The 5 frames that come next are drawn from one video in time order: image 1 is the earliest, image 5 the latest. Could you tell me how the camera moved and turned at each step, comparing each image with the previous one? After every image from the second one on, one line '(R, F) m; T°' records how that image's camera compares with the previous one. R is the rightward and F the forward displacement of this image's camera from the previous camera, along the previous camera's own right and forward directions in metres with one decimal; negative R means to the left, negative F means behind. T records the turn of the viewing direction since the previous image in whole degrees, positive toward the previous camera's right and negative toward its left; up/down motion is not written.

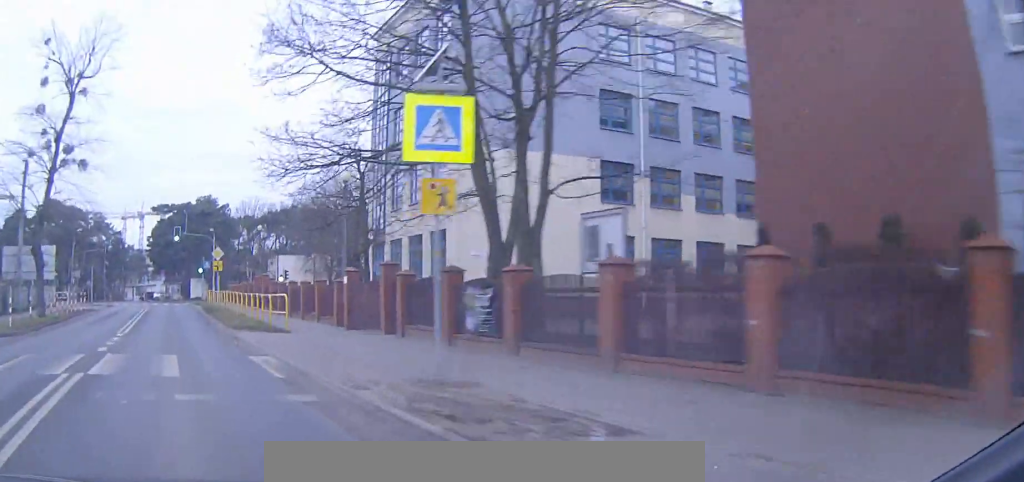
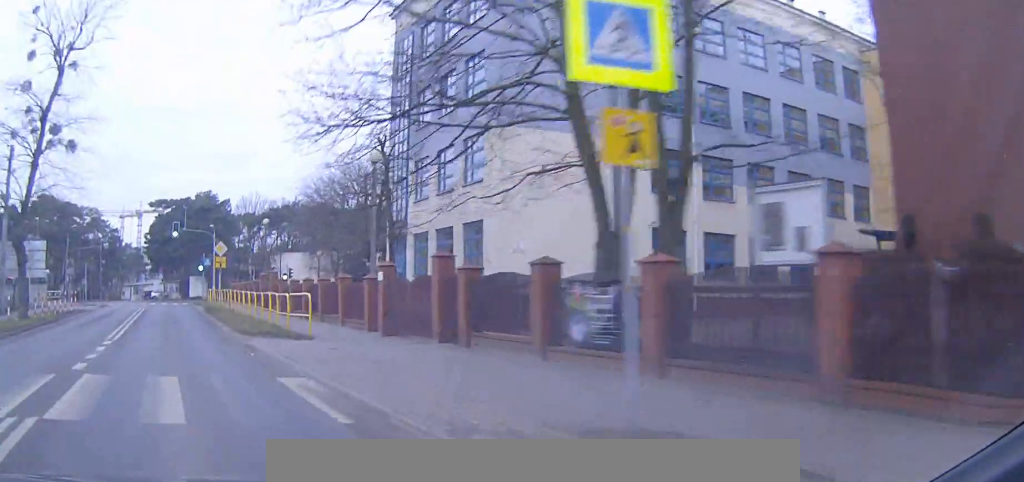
(0.0, +4.1) m; 0°
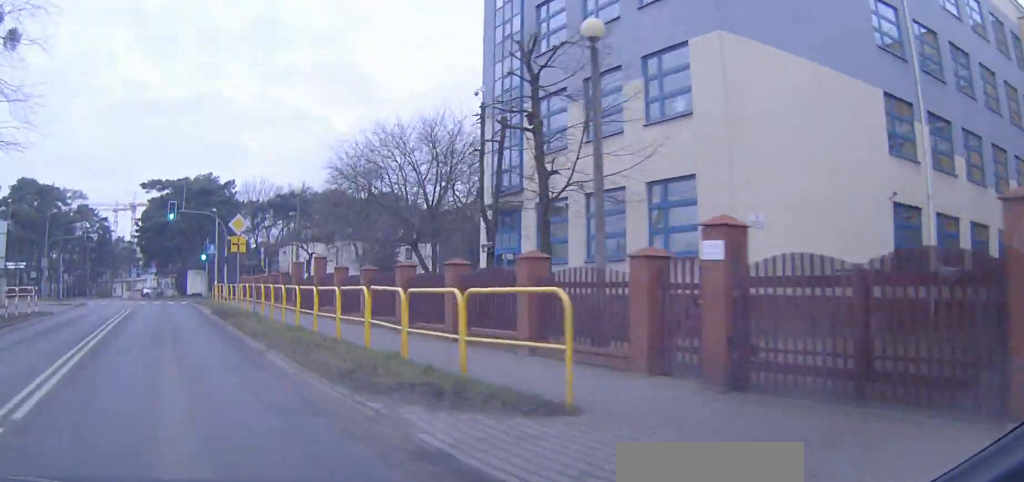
(+0.1, +13.0) m; 0°
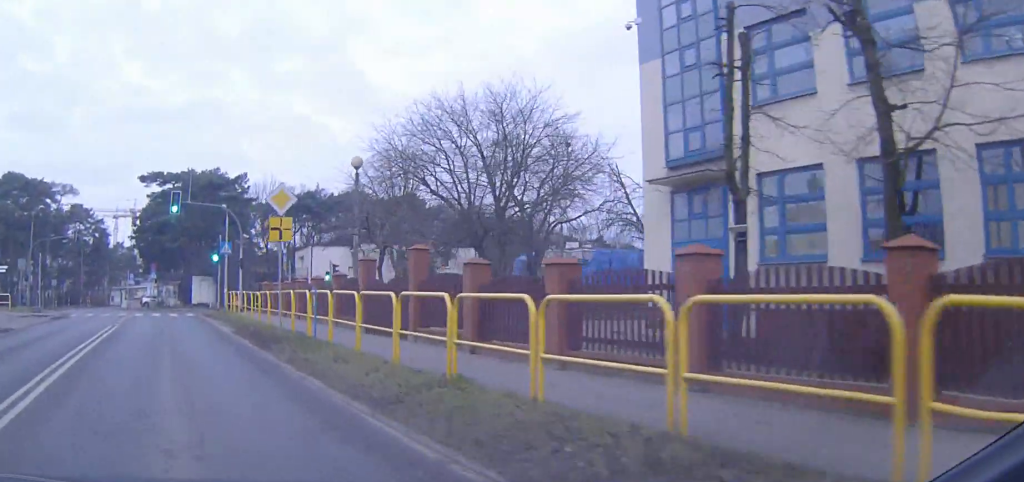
(0.0, +10.3) m; 0°
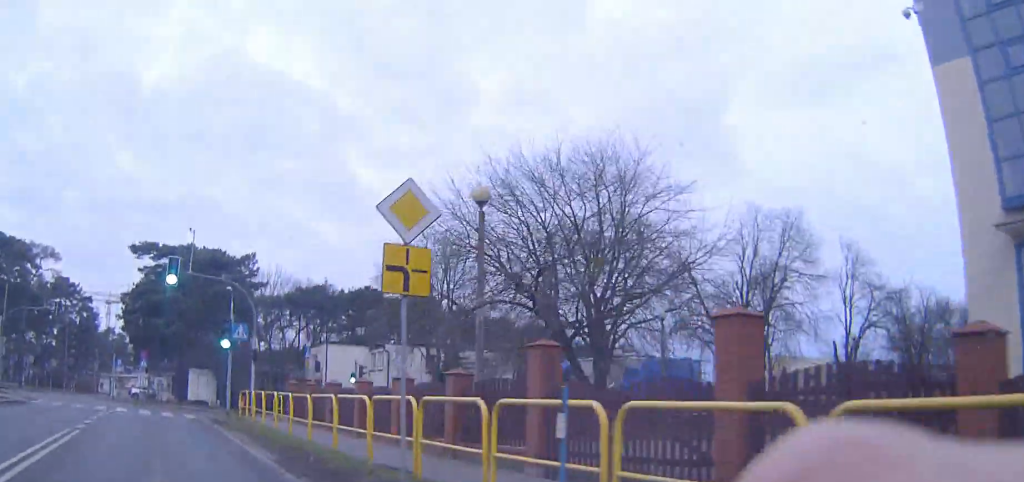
(0.0, +10.1) m; 0°
